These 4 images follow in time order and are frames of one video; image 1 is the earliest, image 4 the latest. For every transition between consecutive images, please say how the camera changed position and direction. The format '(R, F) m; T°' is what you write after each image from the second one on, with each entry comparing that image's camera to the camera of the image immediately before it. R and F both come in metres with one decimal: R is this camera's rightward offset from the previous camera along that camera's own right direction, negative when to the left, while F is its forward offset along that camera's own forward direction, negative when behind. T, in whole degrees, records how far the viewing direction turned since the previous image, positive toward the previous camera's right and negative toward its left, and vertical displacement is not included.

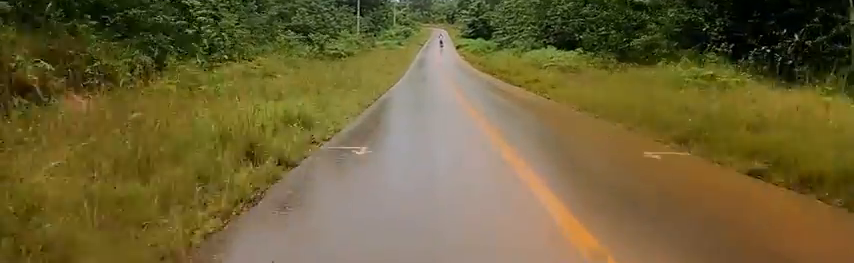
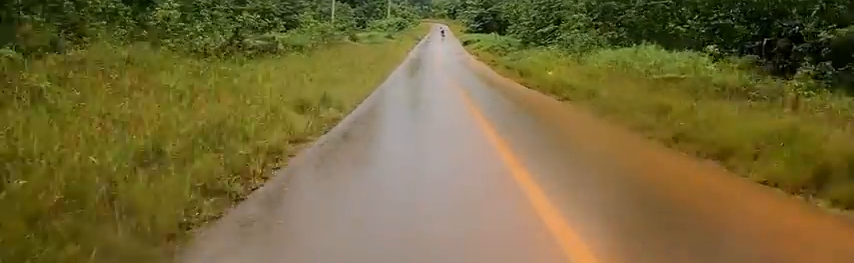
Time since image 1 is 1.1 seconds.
(+1.2, +14.9) m; +1°
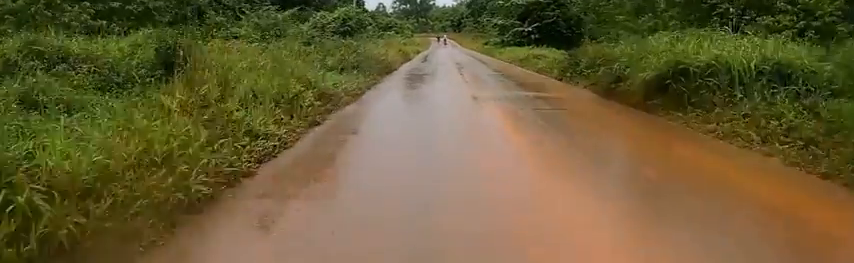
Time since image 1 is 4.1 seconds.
(-1.3, +39.8) m; 0°
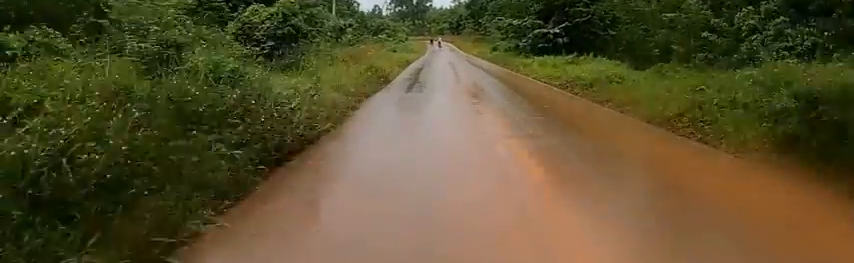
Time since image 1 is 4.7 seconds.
(-0.6, +8.3) m; -3°
